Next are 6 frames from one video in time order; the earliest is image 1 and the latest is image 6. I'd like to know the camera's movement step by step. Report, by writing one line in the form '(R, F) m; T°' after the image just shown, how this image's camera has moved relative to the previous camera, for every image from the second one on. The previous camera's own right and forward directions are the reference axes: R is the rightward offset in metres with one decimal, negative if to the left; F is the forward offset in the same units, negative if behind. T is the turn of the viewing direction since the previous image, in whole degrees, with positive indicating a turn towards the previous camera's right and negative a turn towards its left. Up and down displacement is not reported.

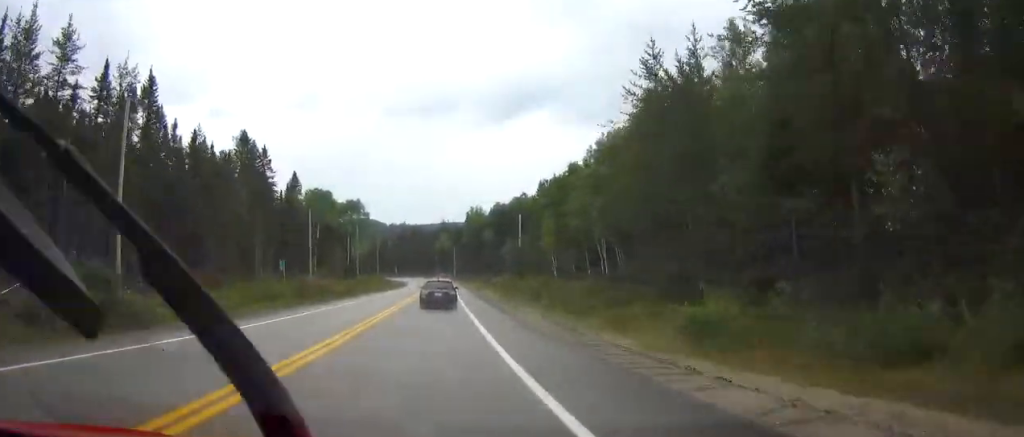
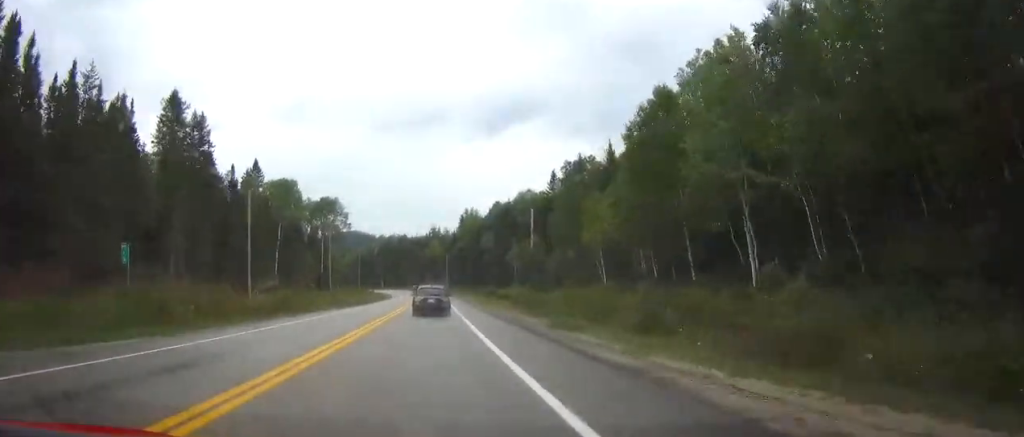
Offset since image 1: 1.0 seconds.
(+0.6, +24.0) m; -1°
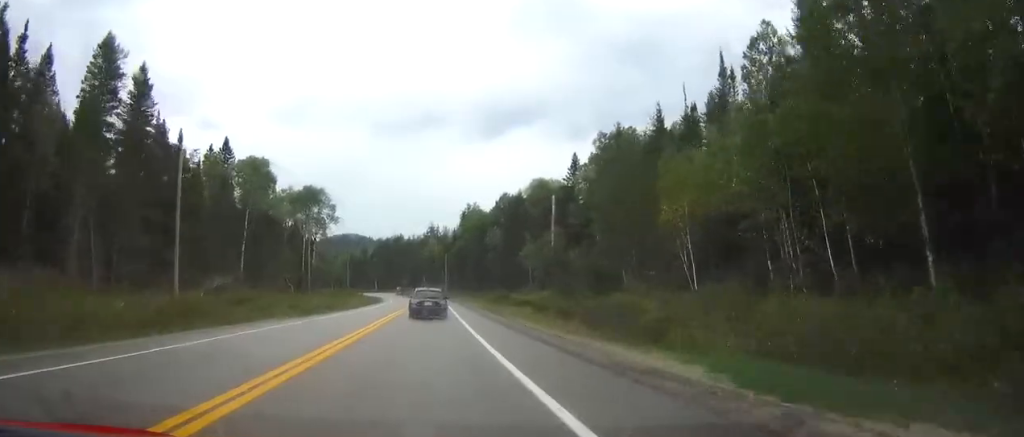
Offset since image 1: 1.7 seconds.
(-0.8, +17.0) m; -3°
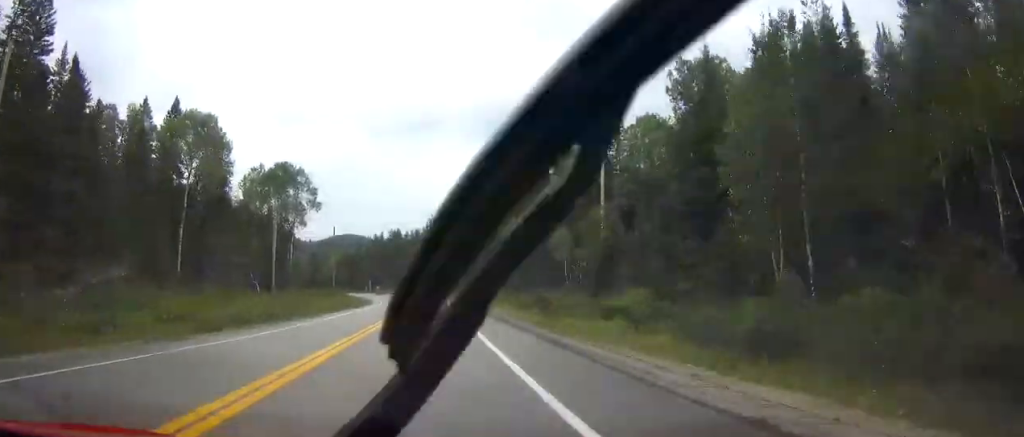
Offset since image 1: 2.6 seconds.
(0.0, +21.3) m; 0°
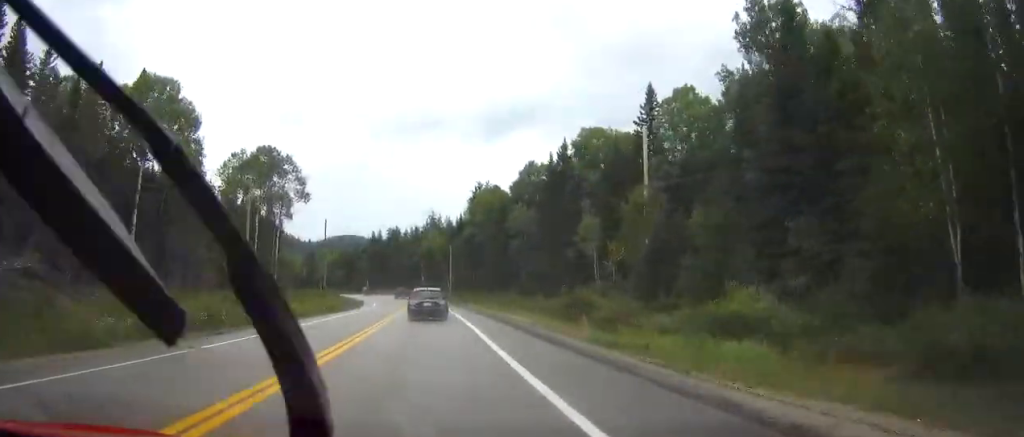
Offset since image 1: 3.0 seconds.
(0.0, +10.7) m; 0°
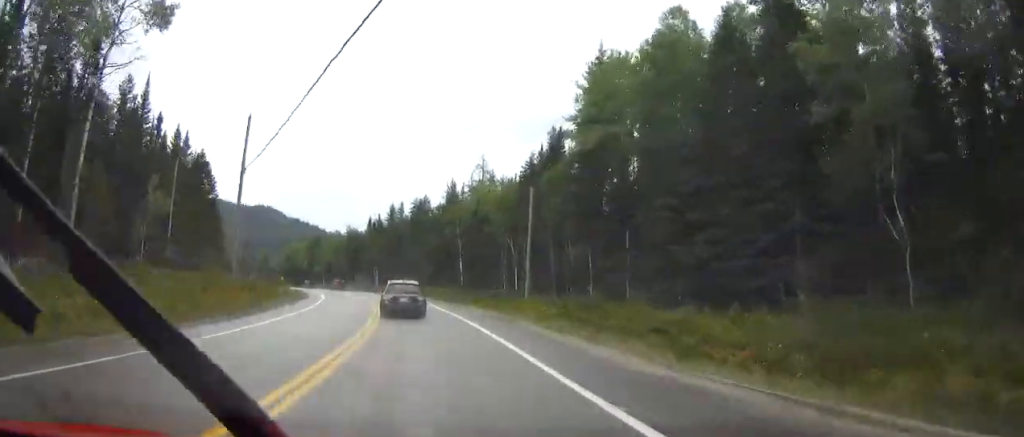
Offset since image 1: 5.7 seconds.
(0.0, +66.6) m; -2°
